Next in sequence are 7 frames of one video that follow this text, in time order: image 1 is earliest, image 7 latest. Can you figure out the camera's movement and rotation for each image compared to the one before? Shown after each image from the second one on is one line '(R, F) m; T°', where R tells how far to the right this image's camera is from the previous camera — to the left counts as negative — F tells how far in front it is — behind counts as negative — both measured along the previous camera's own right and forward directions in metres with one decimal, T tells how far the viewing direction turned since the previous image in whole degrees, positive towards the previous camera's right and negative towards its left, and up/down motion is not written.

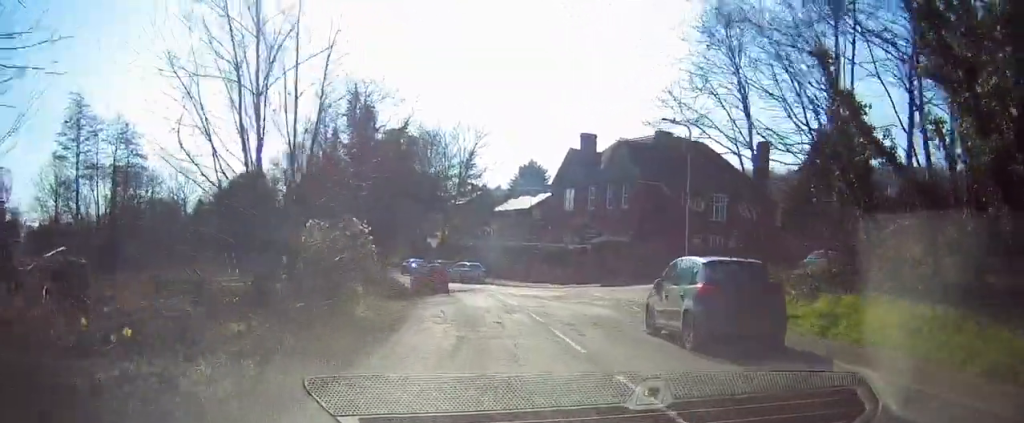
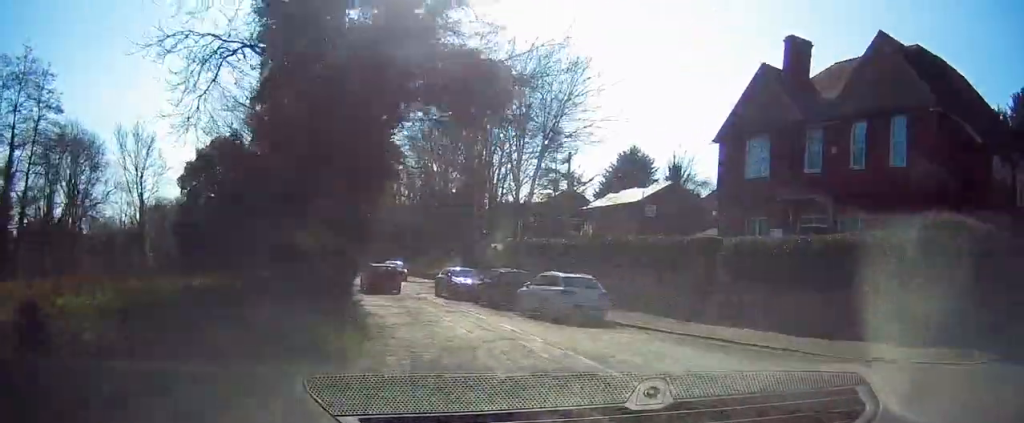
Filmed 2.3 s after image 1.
(-0.9, +25.5) m; -6°
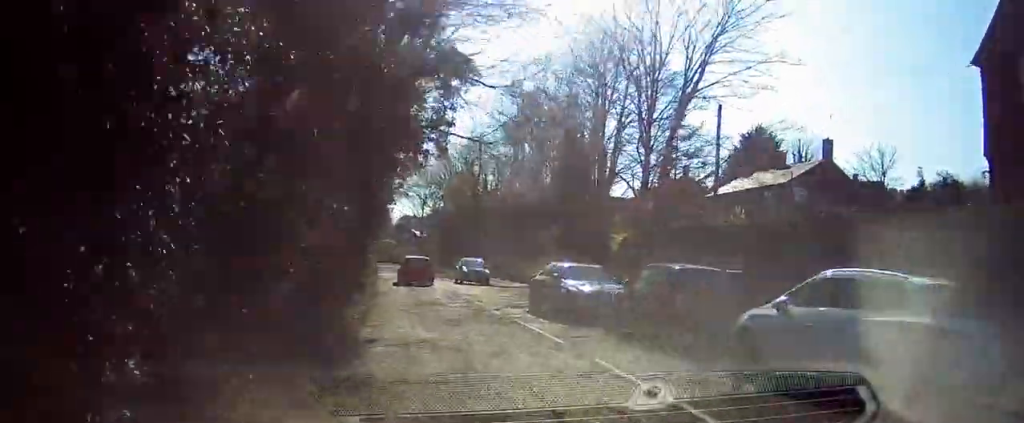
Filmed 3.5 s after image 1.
(-0.6, +13.8) m; -5°
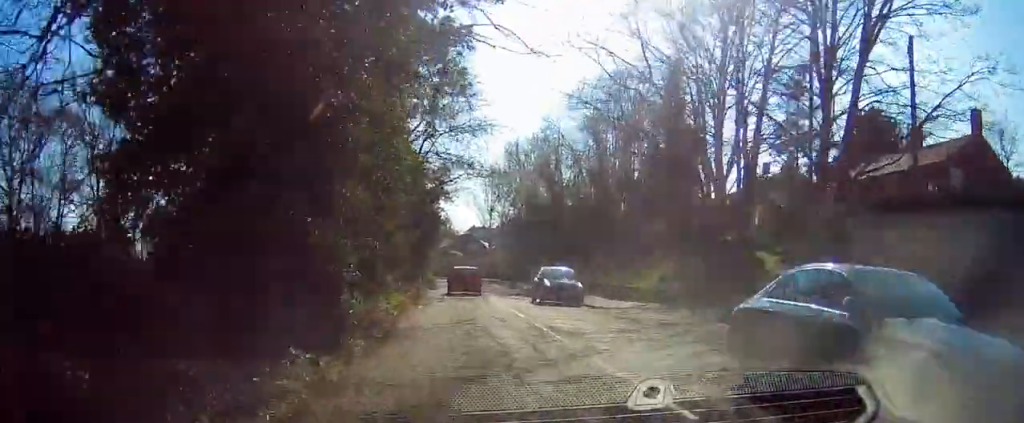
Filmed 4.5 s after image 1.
(-0.6, +11.8) m; -5°
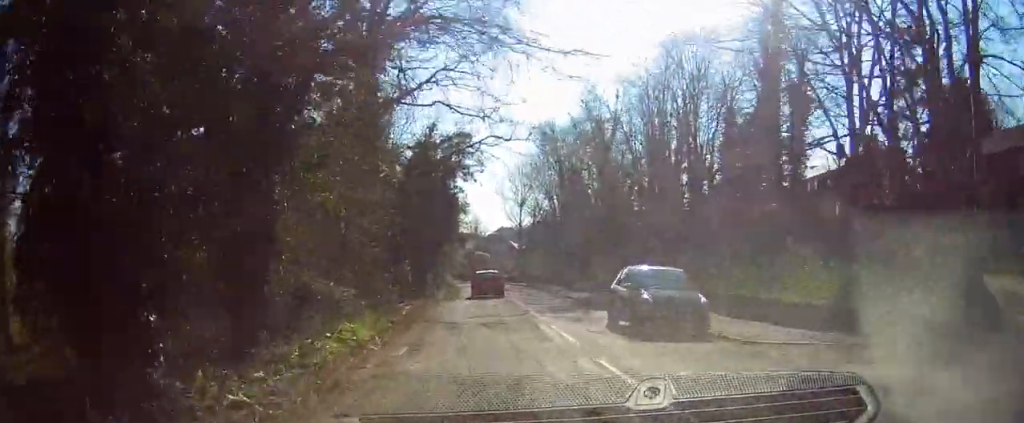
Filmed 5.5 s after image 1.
(-0.5, +11.7) m; -4°
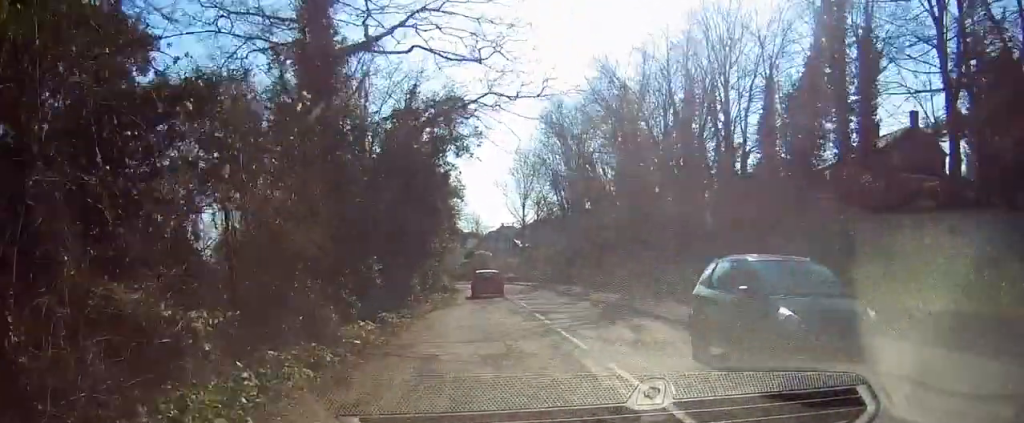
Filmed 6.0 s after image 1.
(-0.1, +6.4) m; -1°
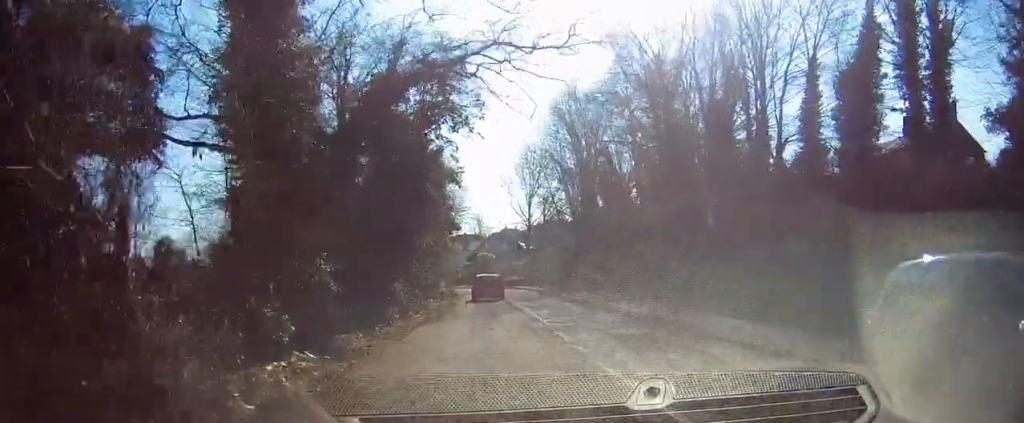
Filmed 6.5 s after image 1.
(0.0, +5.0) m; 0°
